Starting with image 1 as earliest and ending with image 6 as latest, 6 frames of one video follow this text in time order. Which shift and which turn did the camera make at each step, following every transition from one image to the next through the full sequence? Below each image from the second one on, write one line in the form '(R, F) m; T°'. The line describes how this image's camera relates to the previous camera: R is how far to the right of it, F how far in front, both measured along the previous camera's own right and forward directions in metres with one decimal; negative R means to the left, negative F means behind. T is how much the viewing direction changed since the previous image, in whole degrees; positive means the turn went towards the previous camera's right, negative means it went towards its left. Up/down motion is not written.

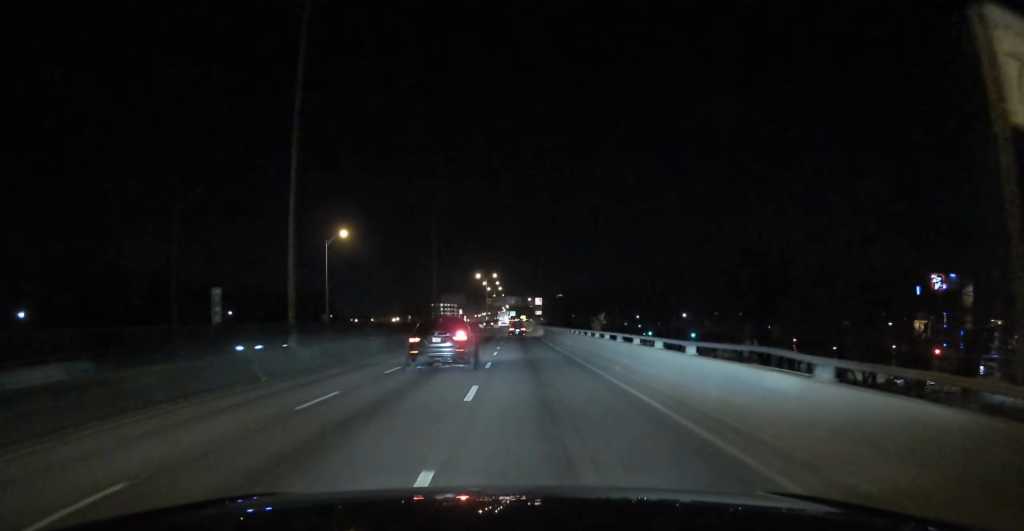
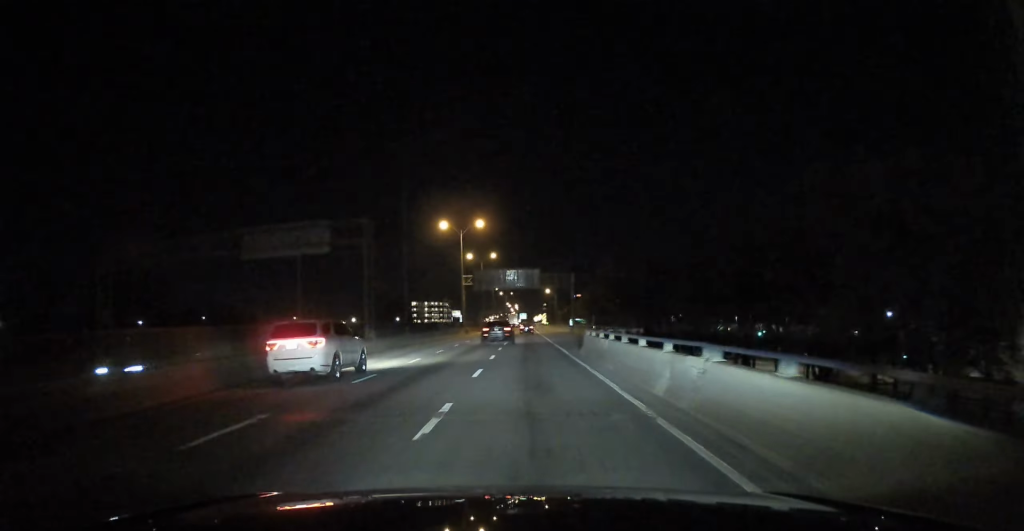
(-0.9, +123.9) m; -1°
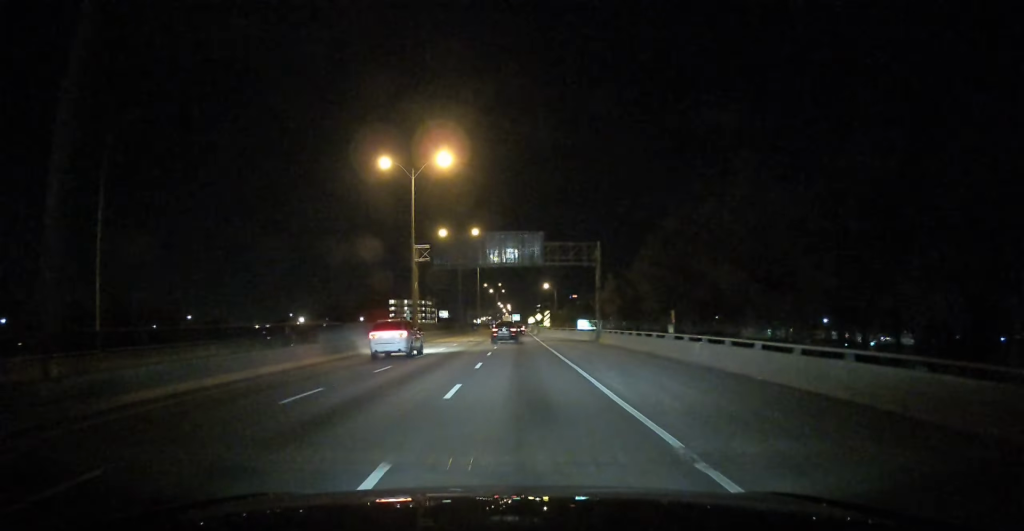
(0.0, +42.4) m; 0°
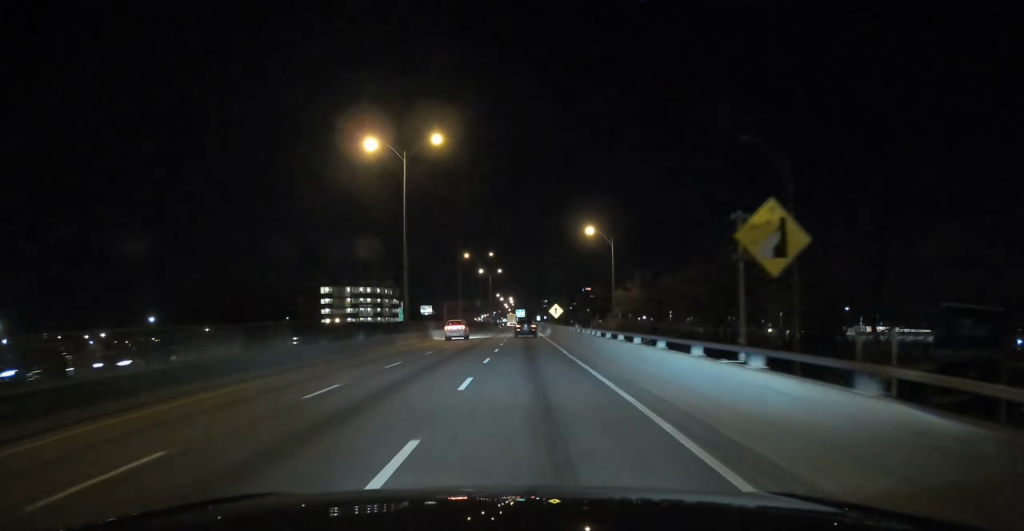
(+0.2, +108.0) m; 0°
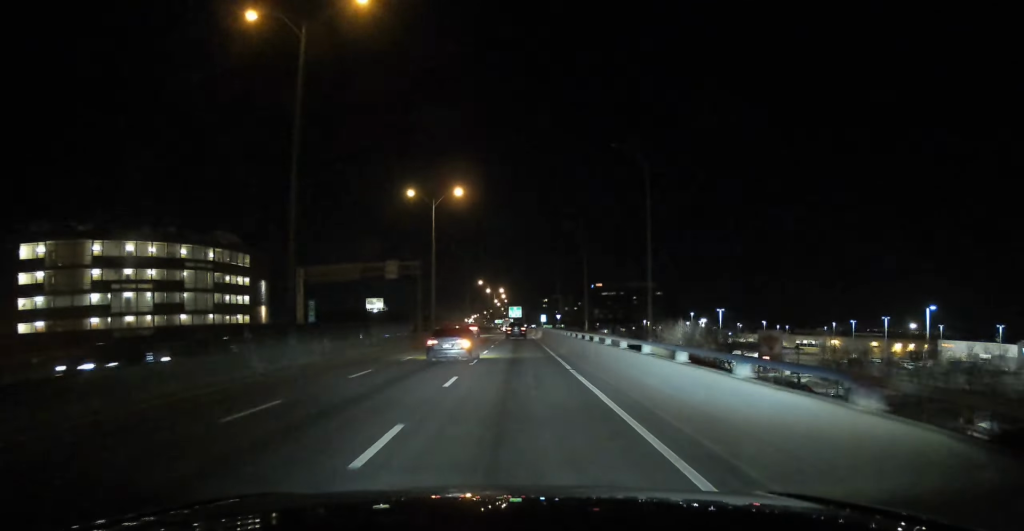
(-0.2, +119.4) m; 0°
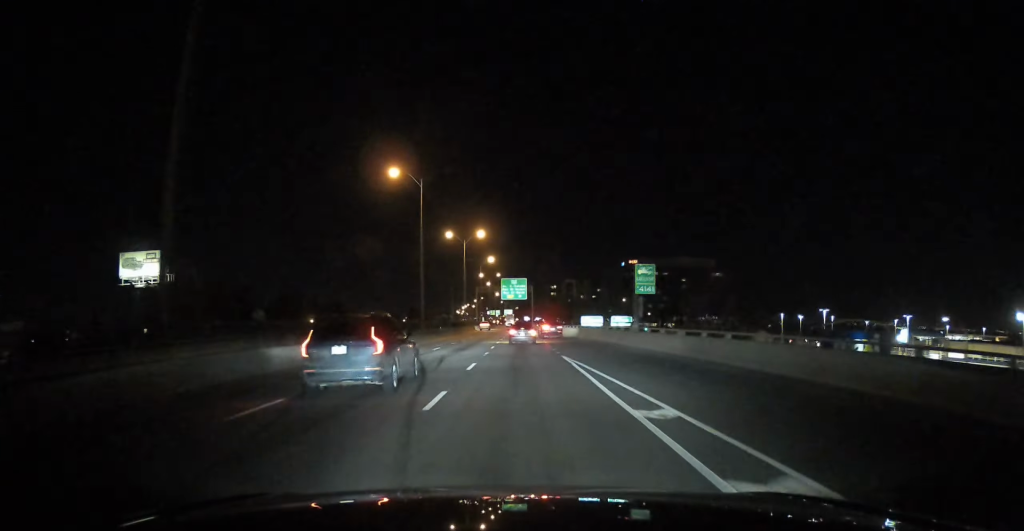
(-0.5, +153.1) m; 0°
